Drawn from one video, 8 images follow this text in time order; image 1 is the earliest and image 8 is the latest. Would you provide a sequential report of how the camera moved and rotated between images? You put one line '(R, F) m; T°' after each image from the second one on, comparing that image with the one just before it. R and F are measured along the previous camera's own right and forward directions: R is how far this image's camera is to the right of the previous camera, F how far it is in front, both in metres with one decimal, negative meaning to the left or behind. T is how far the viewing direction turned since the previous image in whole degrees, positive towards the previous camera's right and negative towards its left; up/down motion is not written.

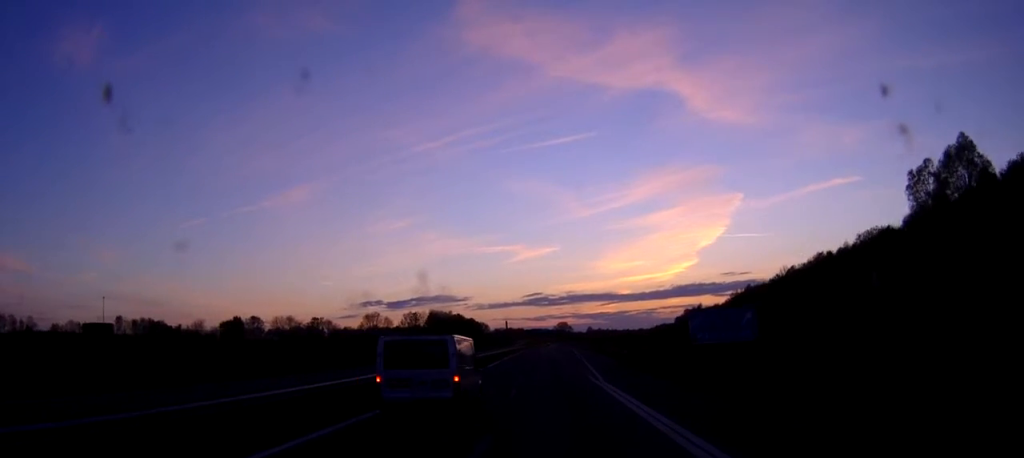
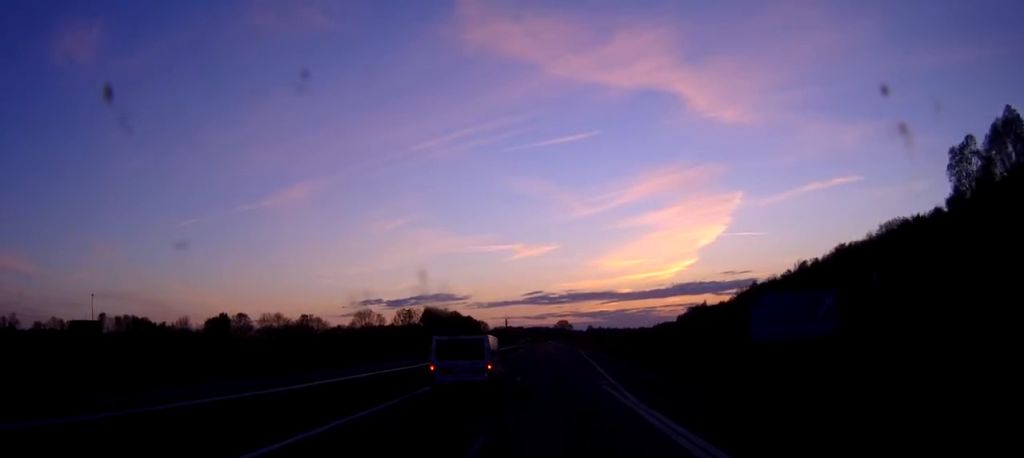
(0.0, +11.6) m; 0°
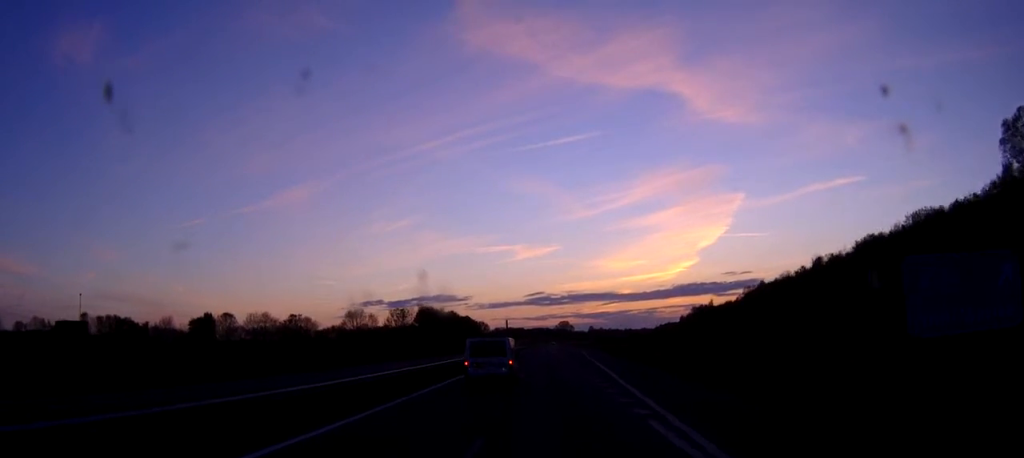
(0.0, +12.5) m; 0°
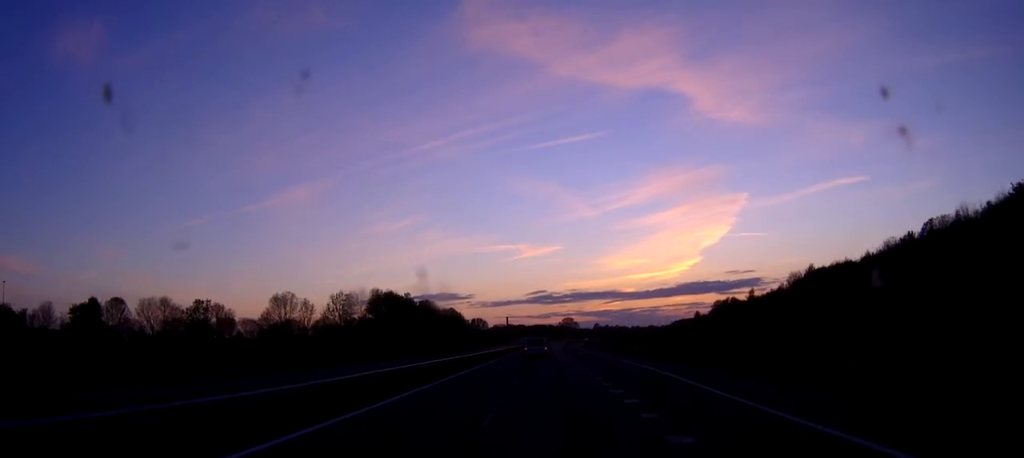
(-0.3, +68.1) m; 0°
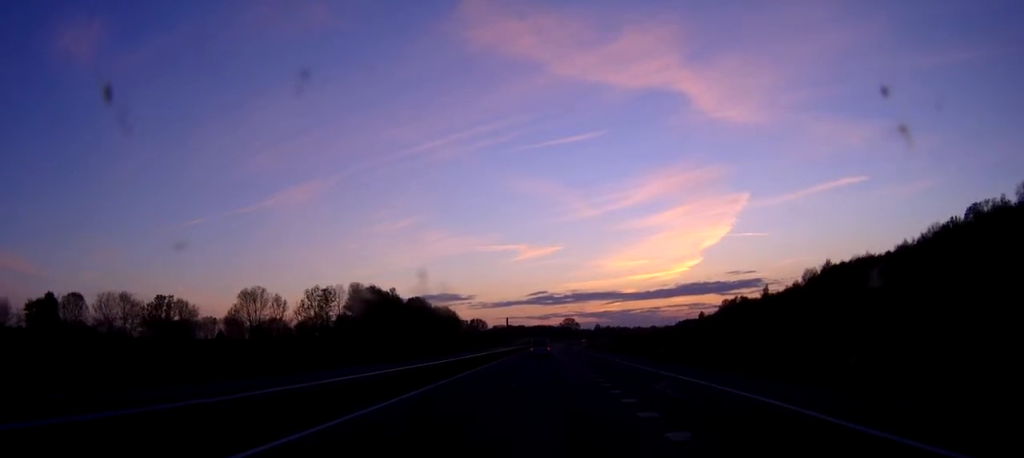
(0.0, +18.8) m; 0°
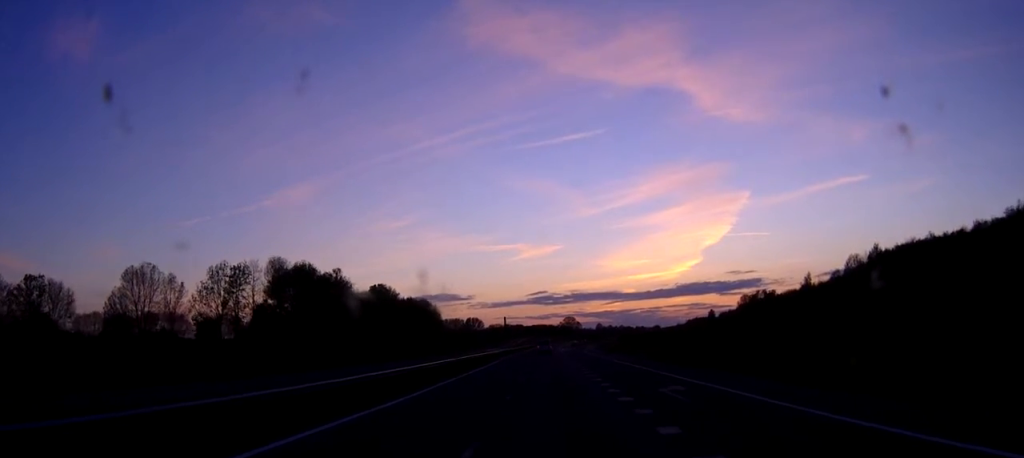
(-0.5, +45.3) m; -1°
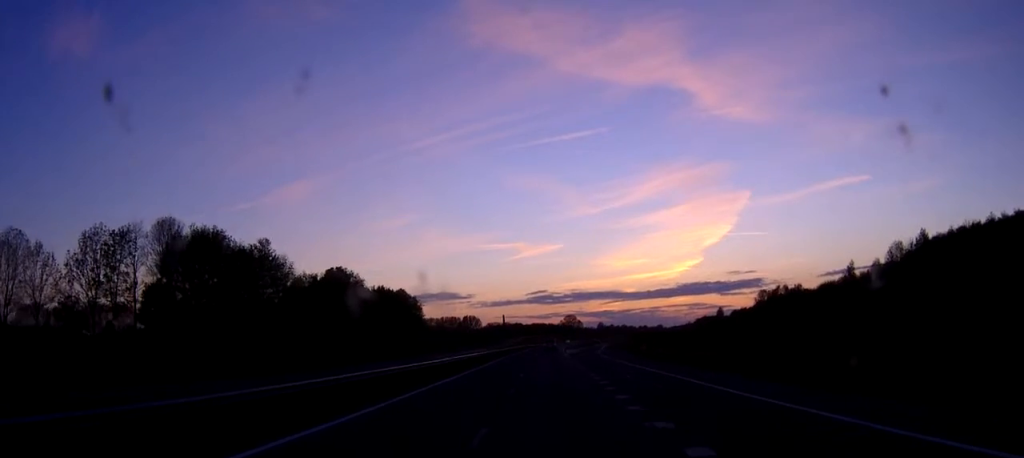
(+0.3, +33.8) m; 0°
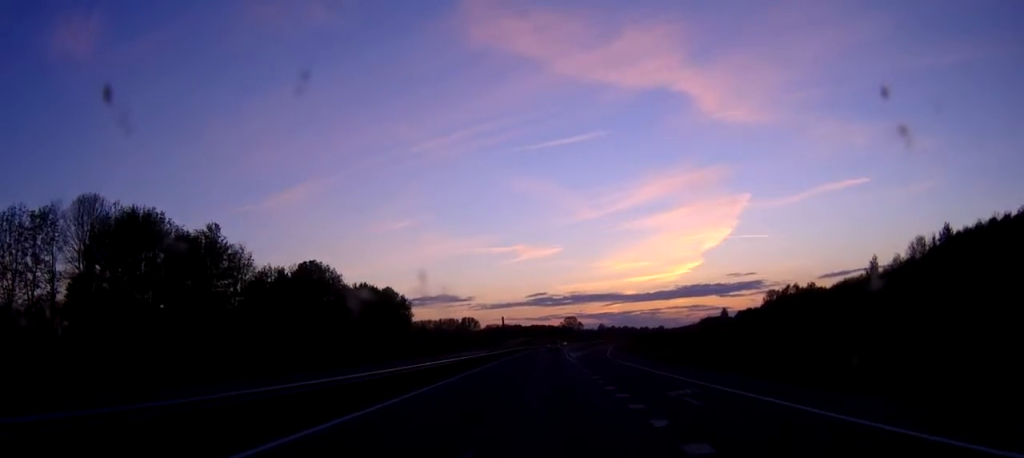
(+0.1, +15.2) m; 0°
